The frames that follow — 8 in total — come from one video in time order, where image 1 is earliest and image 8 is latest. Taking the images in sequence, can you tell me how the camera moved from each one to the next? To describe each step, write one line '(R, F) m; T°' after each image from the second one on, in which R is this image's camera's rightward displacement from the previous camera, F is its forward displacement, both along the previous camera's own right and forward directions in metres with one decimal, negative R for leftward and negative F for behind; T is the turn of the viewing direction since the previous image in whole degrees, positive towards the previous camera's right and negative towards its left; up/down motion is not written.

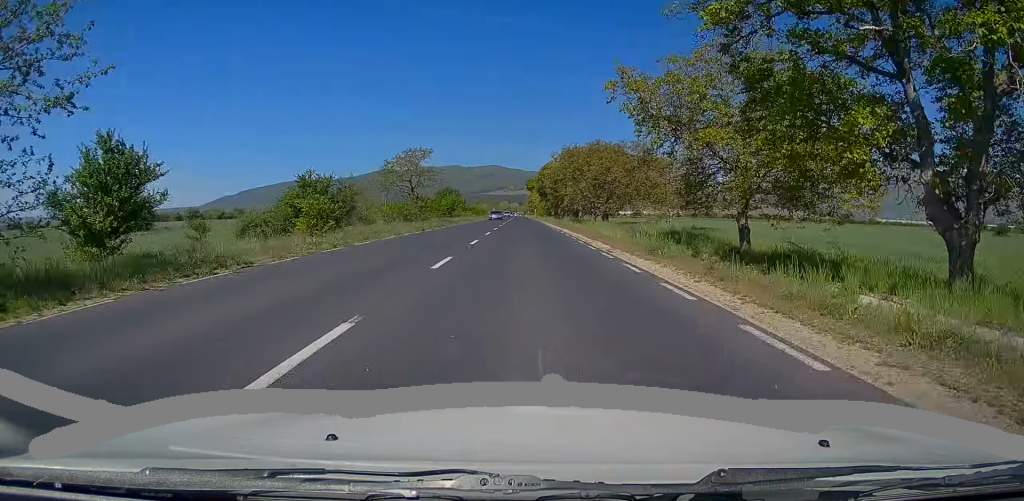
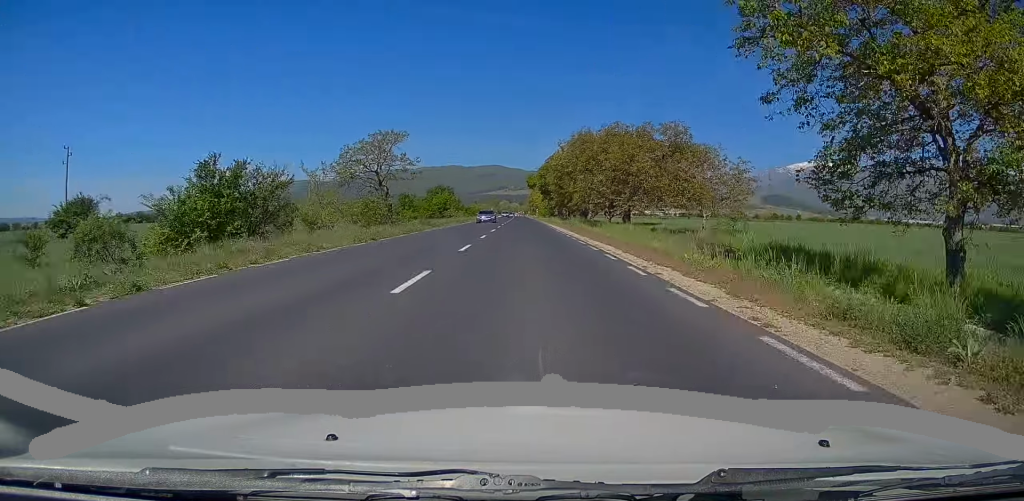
(0.0, +12.3) m; 0°
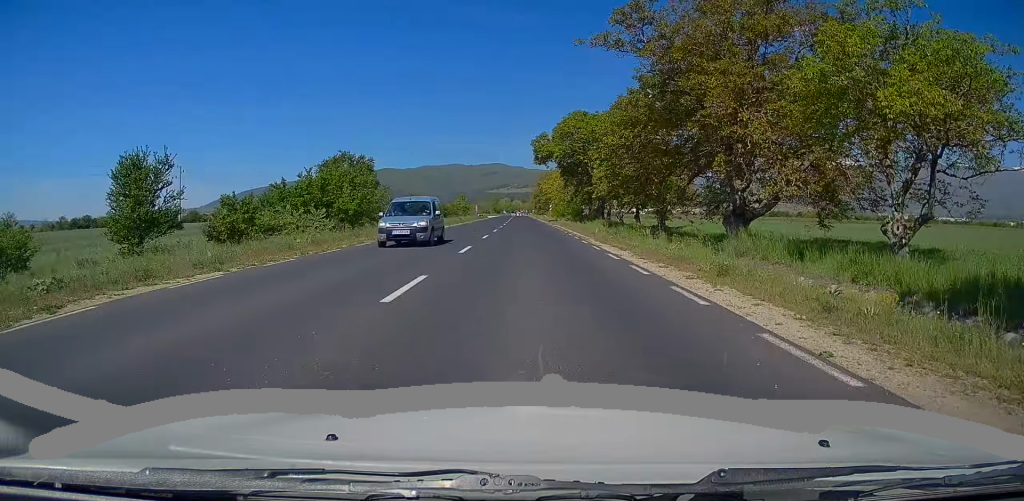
(+0.4, +62.5) m; +1°
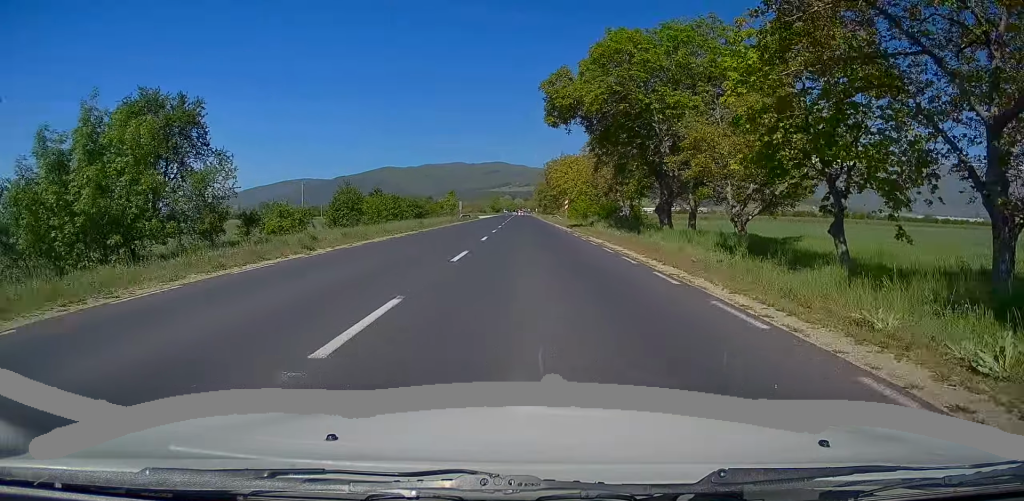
(-0.3, +29.5) m; -1°
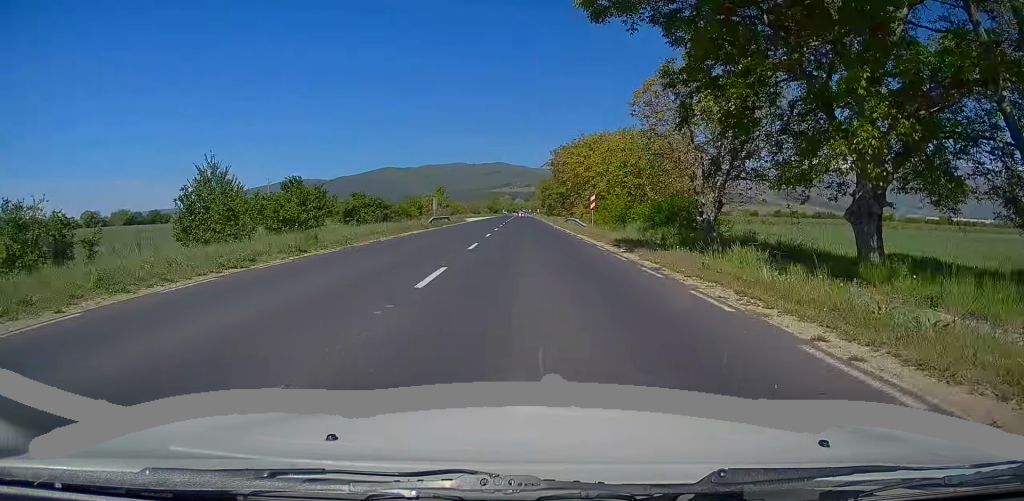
(0.0, +22.5) m; 0°
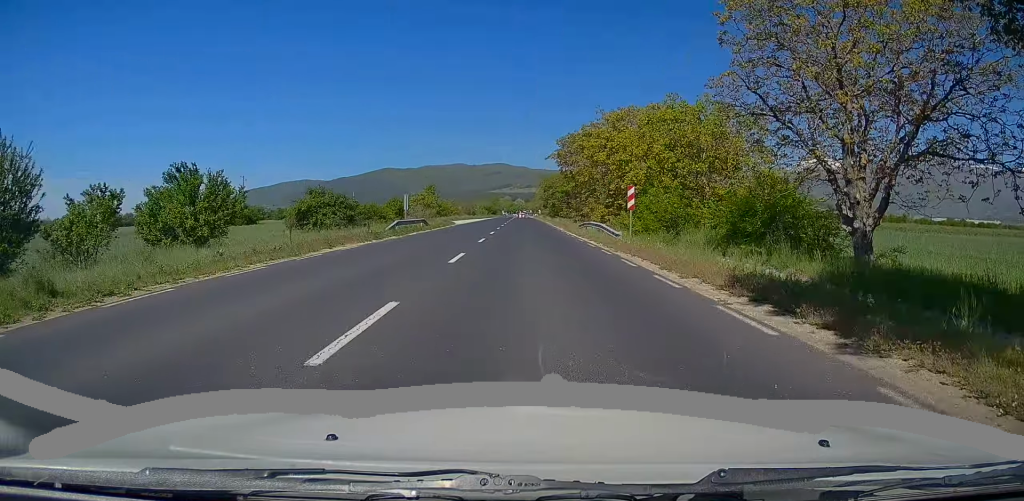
(0.0, +13.3) m; 0°
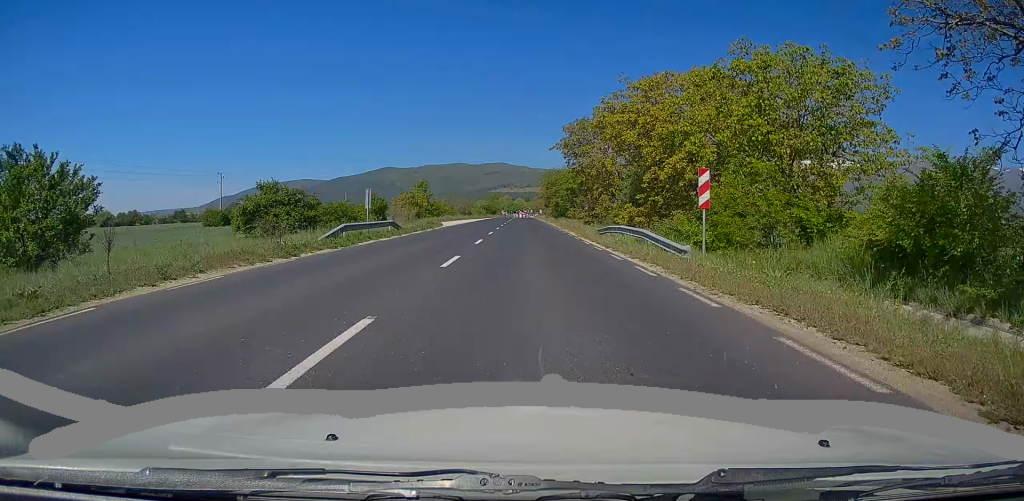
(0.0, +9.9) m; 0°
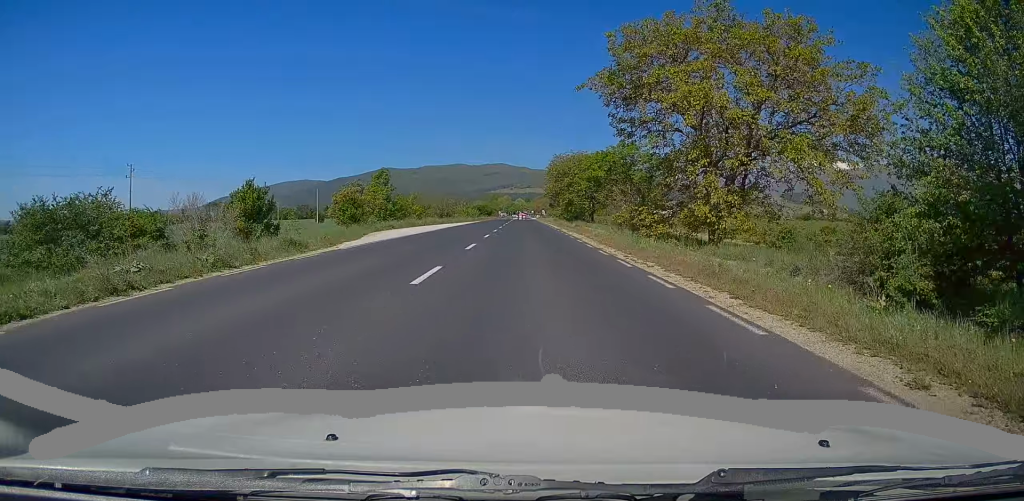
(0.0, +29.1) m; 0°
